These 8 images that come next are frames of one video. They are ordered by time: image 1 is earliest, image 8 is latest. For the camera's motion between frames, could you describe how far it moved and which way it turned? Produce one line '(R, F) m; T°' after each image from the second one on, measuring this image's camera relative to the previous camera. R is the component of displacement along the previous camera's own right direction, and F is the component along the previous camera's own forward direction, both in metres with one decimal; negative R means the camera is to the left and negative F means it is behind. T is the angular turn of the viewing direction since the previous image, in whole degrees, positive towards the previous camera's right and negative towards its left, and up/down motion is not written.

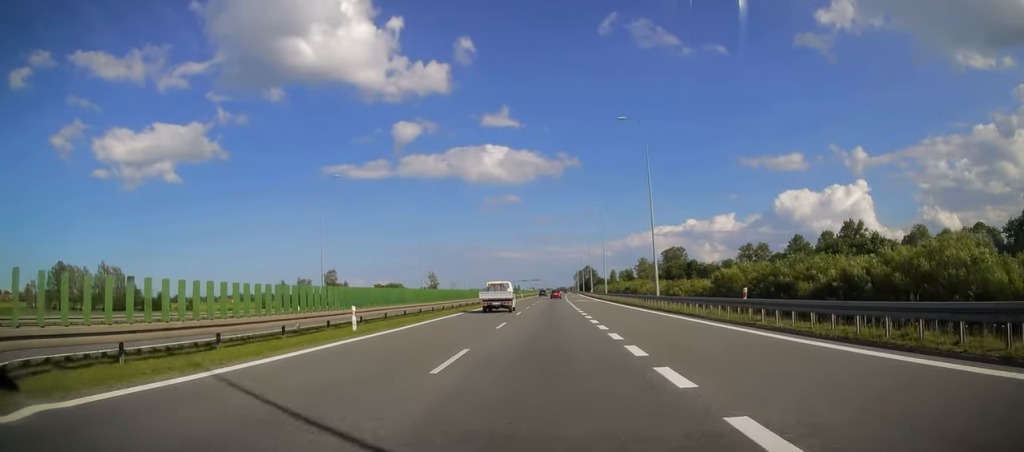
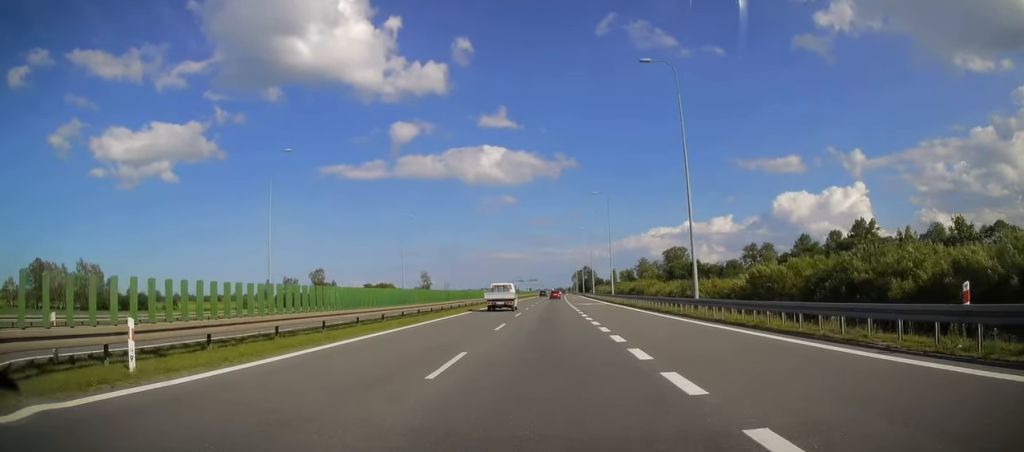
(0.0, +12.4) m; 0°
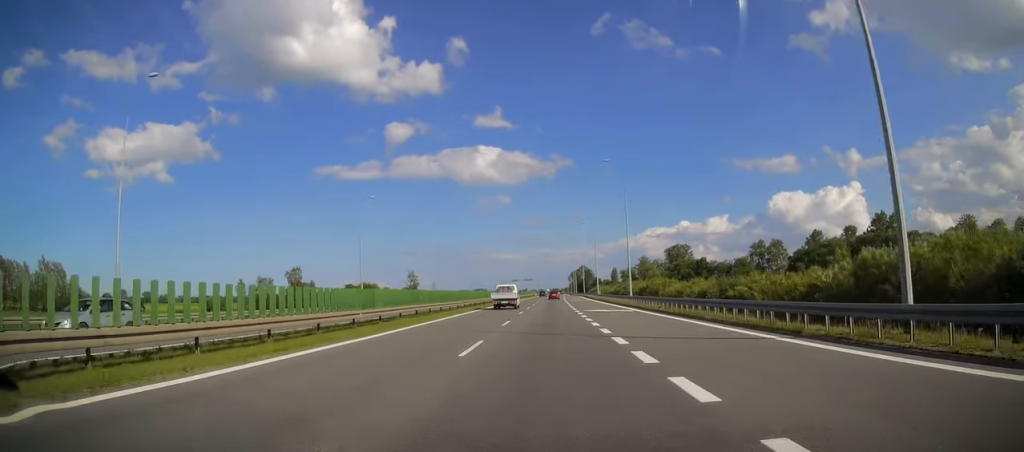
(+0.1, +20.5) m; +1°
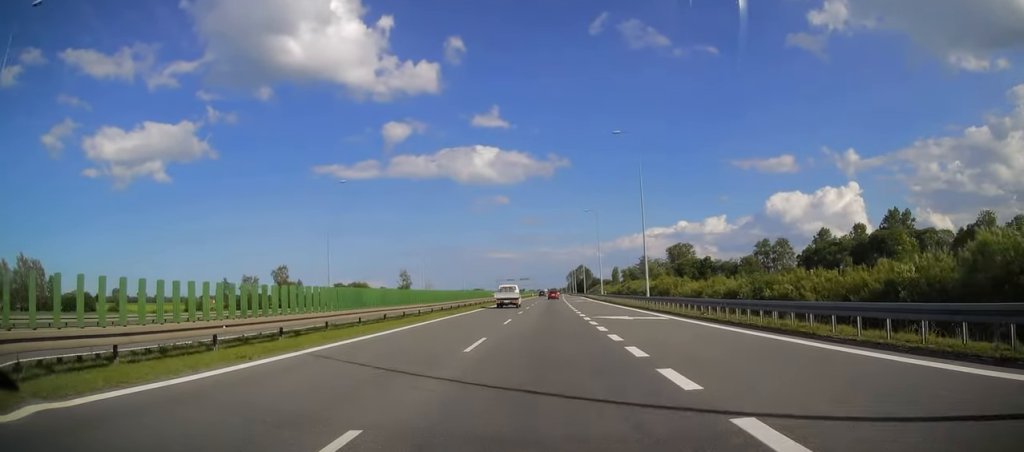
(+0.1, +11.1) m; 0°
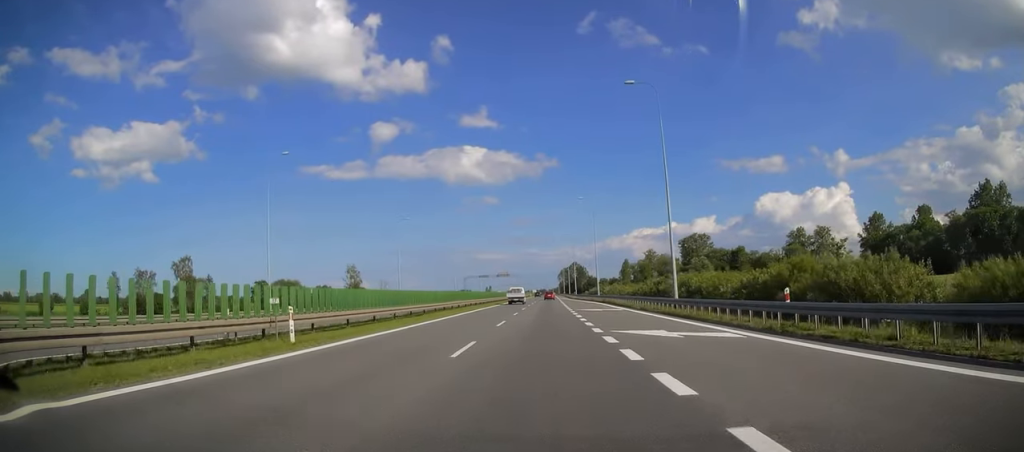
(+0.4, +60.4) m; +1°
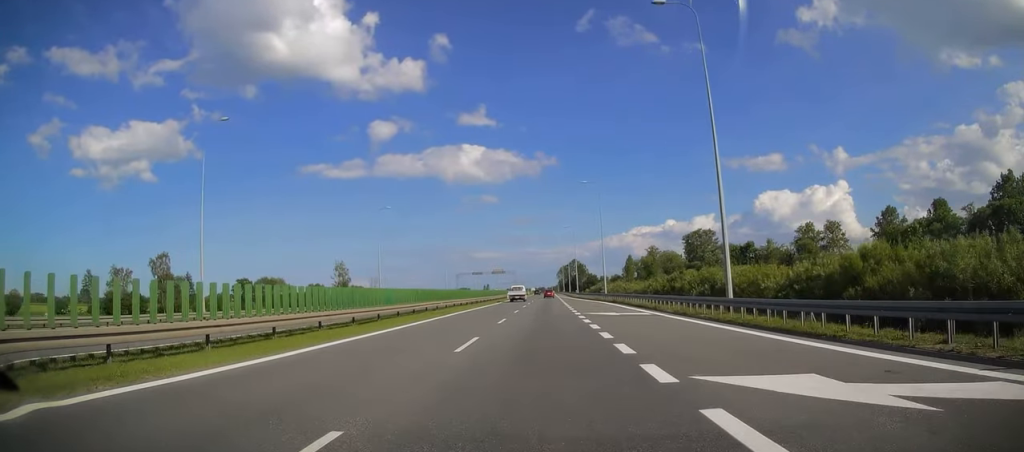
(0.0, +11.1) m; 0°
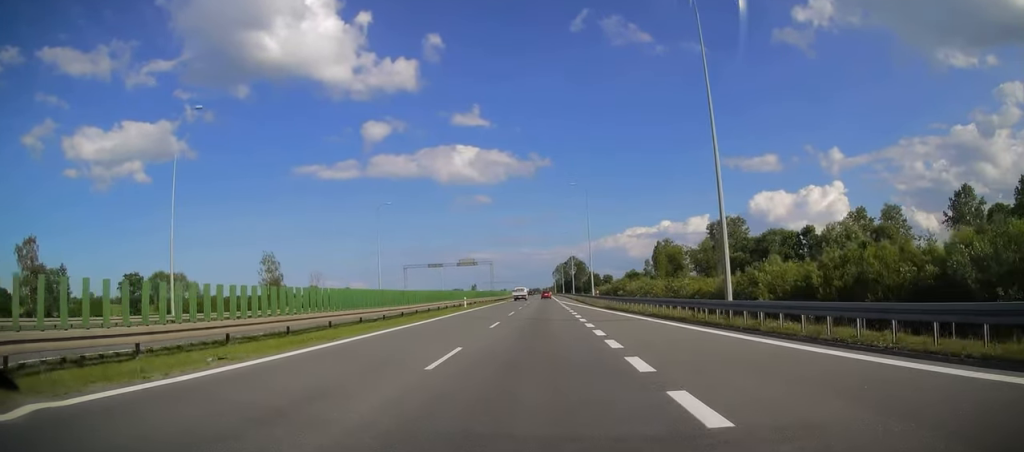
(-0.2, +50.5) m; -1°
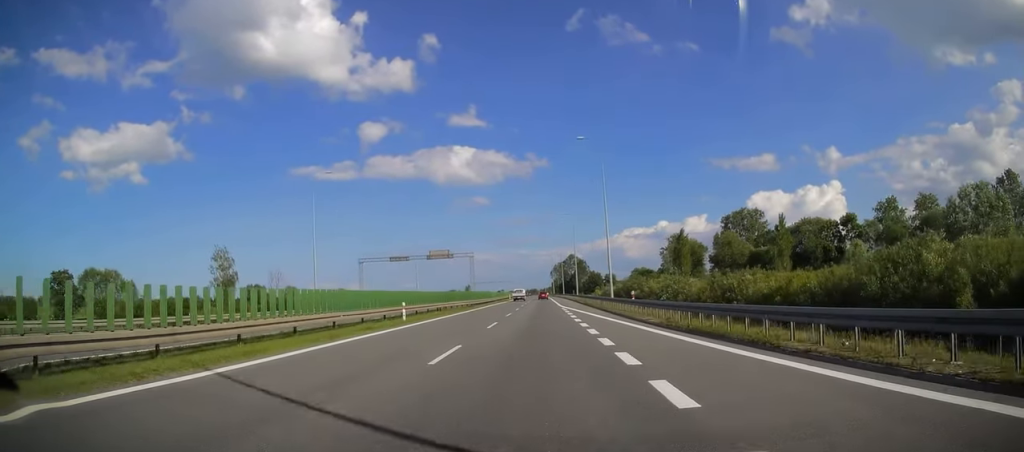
(-0.2, +23.0) m; +1°
